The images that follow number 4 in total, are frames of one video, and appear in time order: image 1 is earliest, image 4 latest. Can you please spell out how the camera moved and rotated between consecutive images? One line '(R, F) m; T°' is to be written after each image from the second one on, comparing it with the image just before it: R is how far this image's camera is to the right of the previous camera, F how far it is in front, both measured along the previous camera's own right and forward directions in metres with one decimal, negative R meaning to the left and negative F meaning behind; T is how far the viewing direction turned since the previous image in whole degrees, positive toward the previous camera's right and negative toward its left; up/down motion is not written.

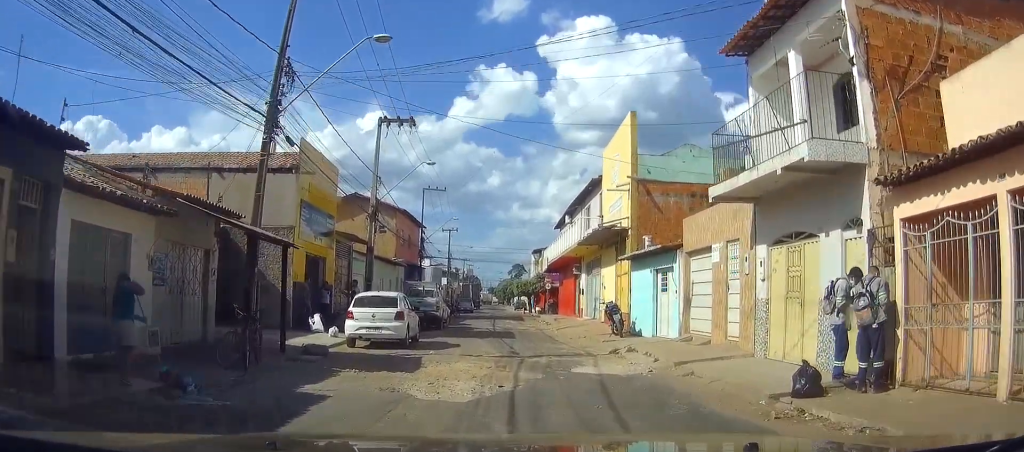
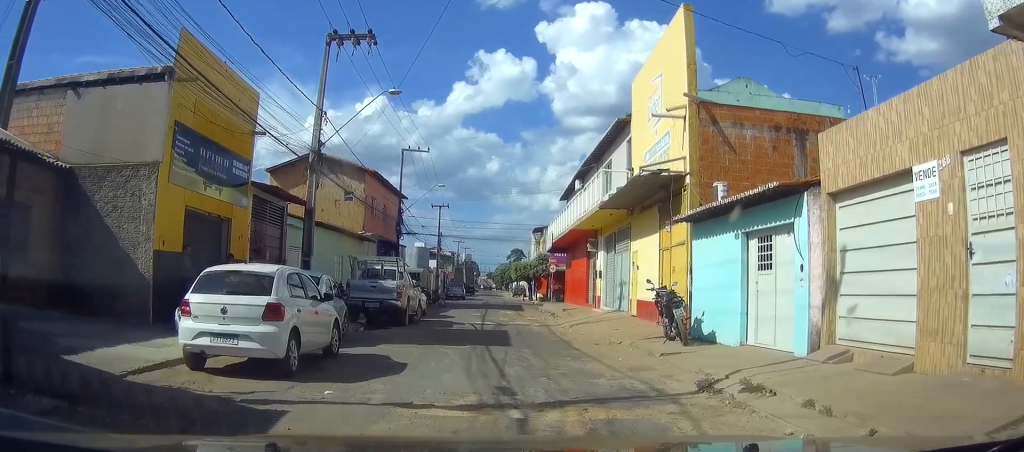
(0.0, +8.0) m; -1°
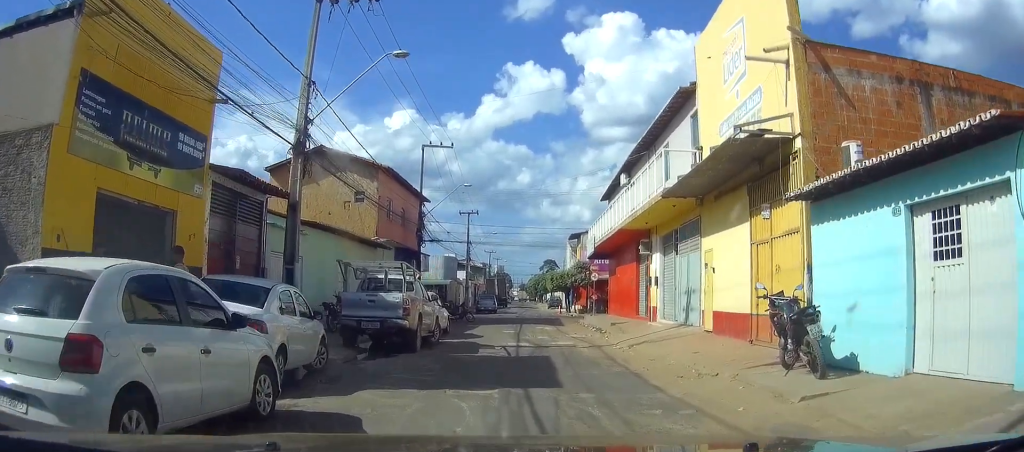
(-0.1, +5.1) m; -2°
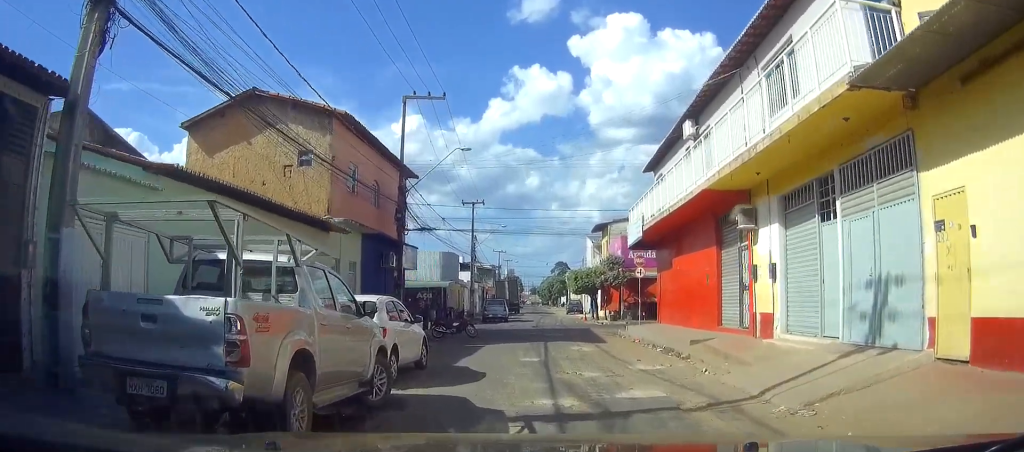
(0.0, +9.8) m; +1°
